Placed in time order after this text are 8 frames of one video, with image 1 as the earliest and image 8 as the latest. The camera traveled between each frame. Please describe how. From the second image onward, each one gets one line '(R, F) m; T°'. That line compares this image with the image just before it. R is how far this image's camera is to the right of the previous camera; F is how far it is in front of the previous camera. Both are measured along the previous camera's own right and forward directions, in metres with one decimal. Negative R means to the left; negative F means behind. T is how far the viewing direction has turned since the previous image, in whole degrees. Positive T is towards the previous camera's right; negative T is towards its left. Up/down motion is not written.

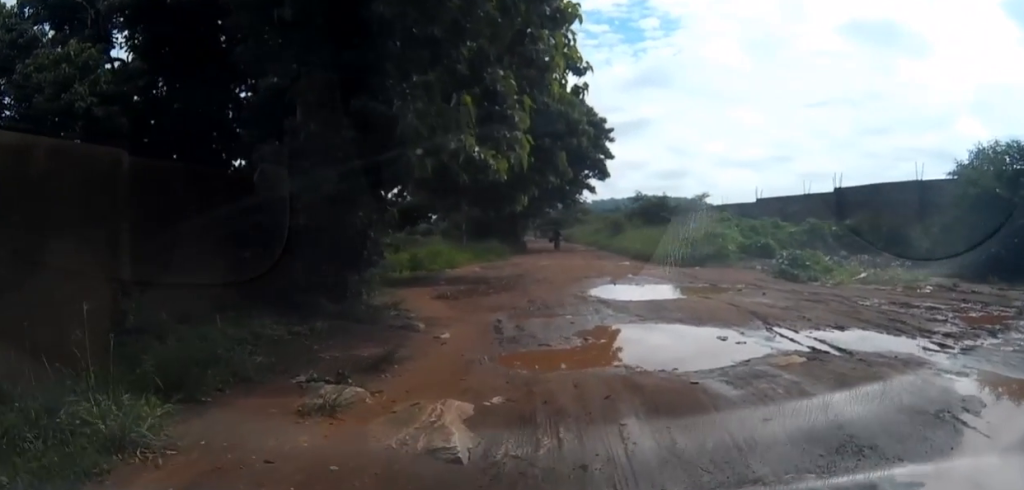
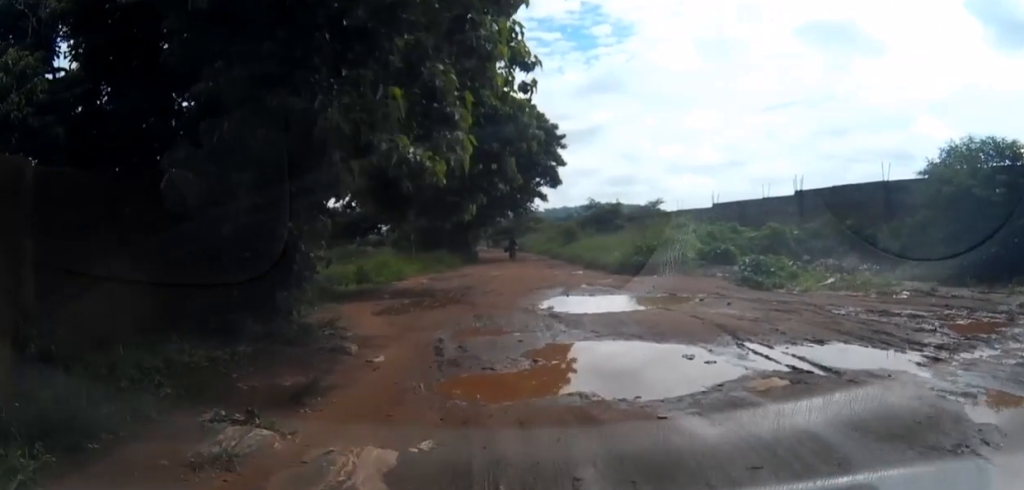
(0.0, +1.0) m; +1°
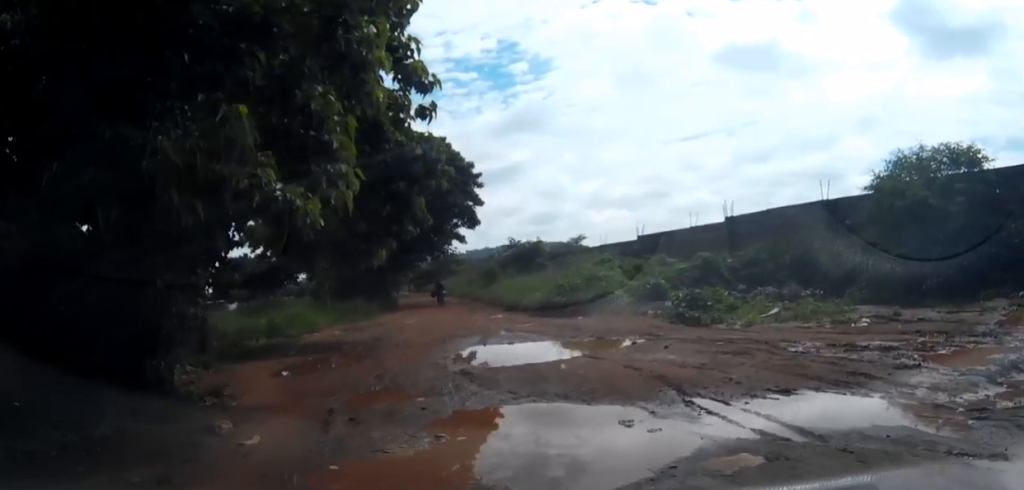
(0.0, +1.6) m; +1°
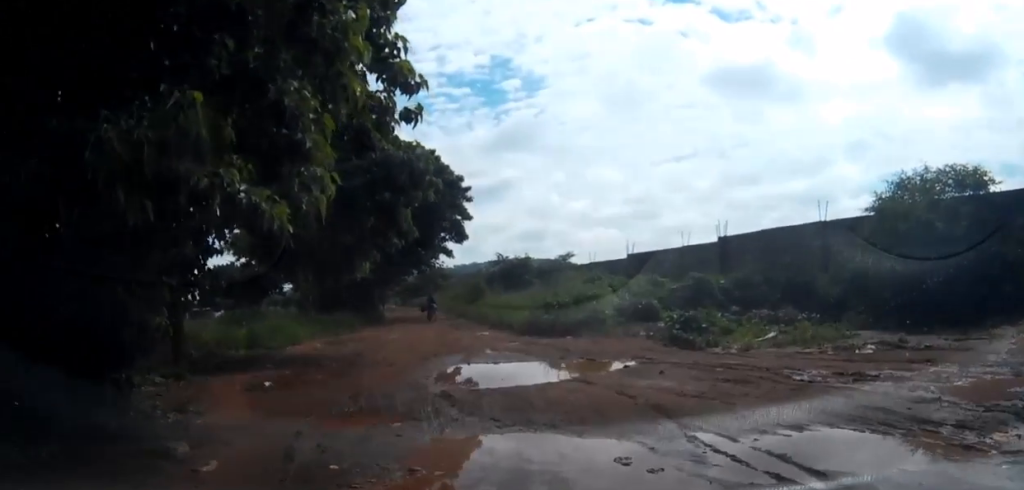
(0.0, +0.8) m; 0°
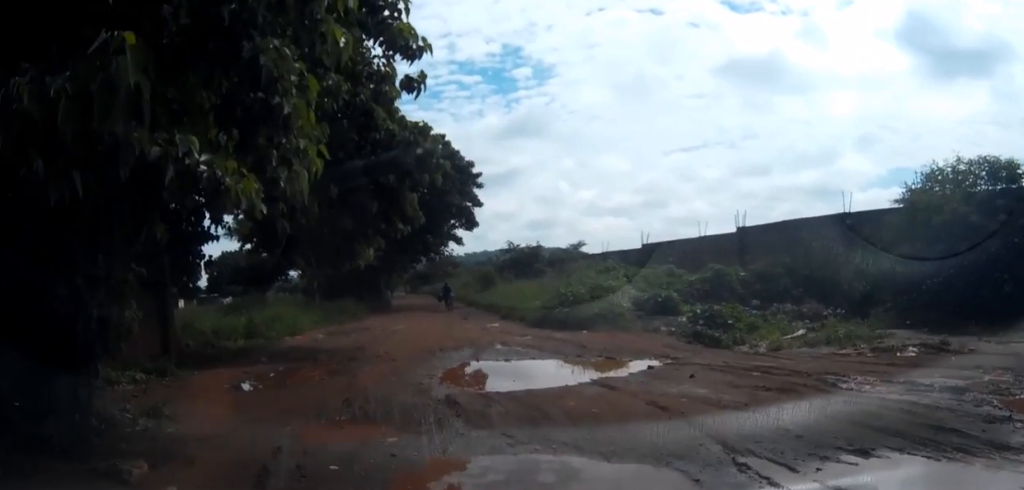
(0.0, +1.1) m; -5°
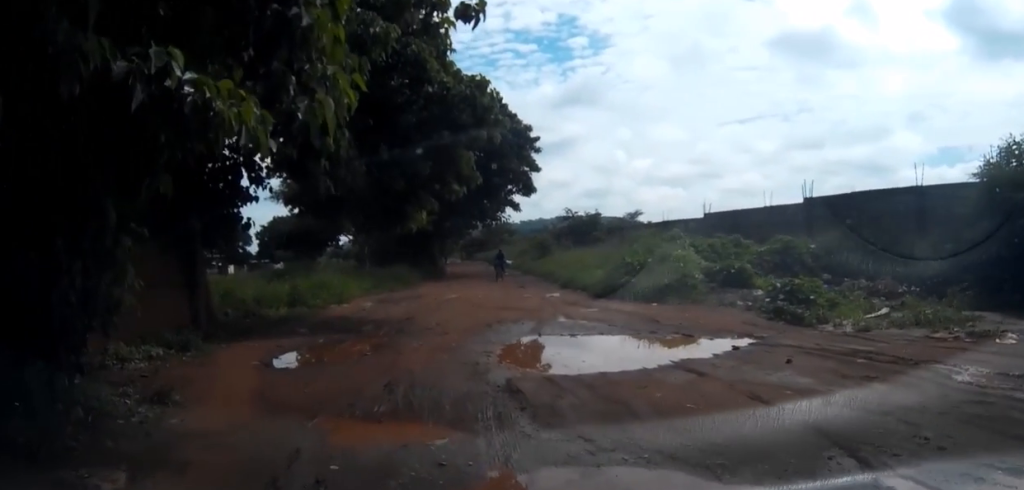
(-0.1, +1.4) m; -9°
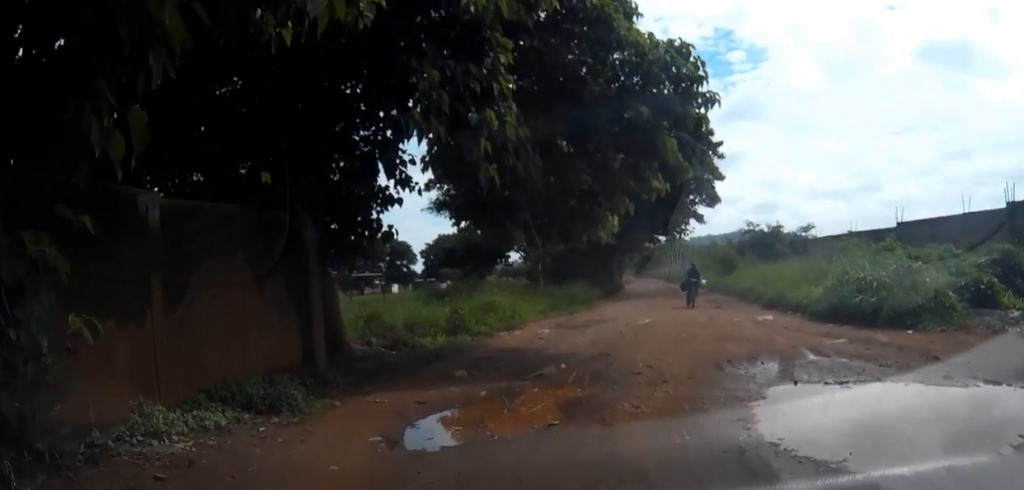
(-0.8, +3.8) m; -18°
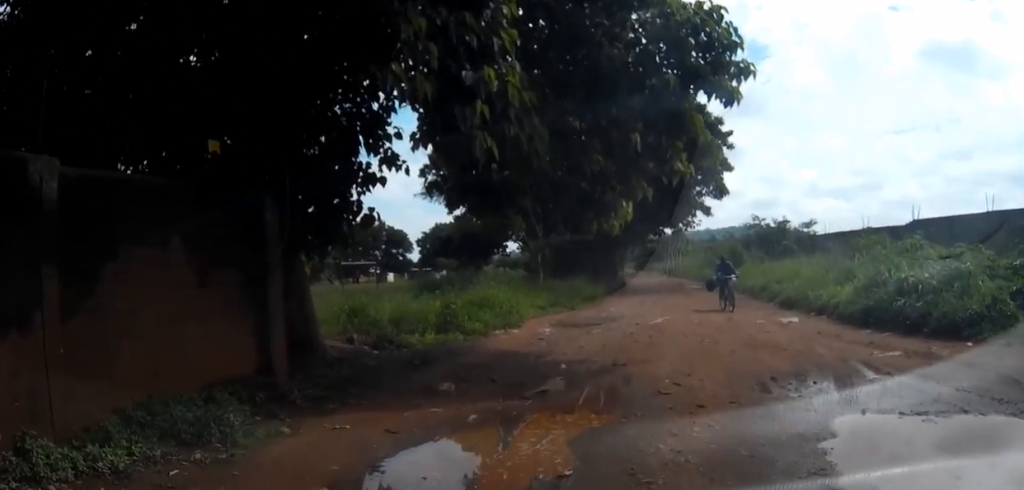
(0.0, +1.8) m; +7°
